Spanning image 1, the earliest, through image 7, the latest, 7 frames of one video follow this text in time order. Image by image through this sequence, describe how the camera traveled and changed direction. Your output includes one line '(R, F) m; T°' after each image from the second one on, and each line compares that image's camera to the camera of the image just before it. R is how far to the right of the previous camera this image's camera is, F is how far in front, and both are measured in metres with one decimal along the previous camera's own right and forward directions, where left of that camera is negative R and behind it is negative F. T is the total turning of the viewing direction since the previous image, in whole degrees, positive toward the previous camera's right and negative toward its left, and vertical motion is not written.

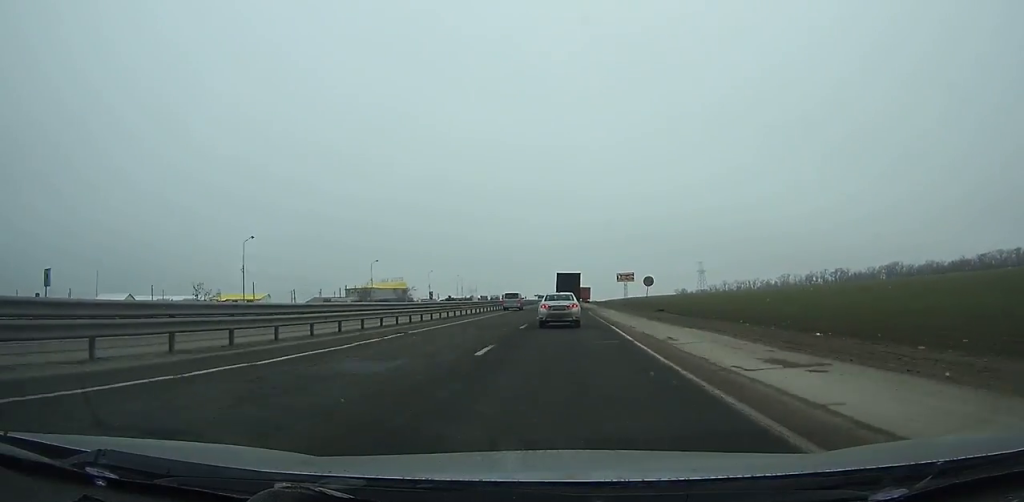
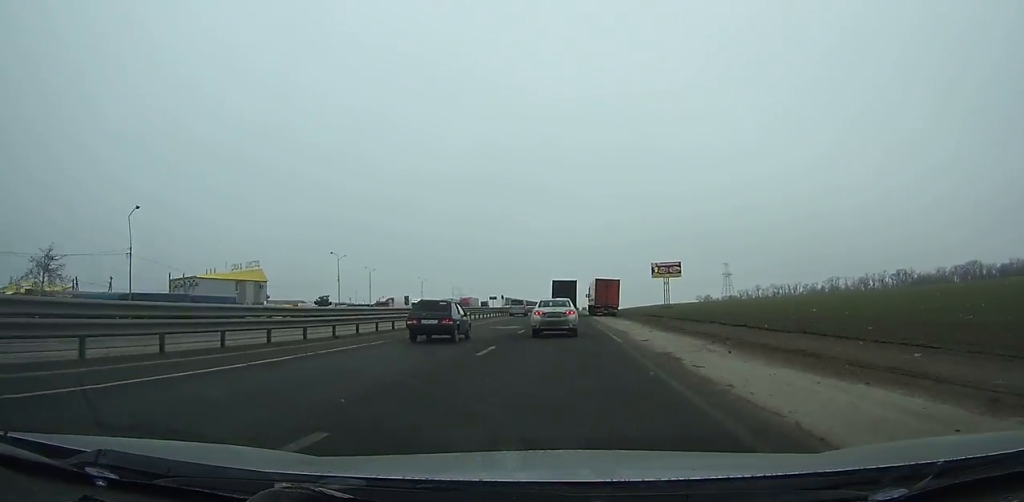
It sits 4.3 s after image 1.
(-0.5, +82.8) m; 0°
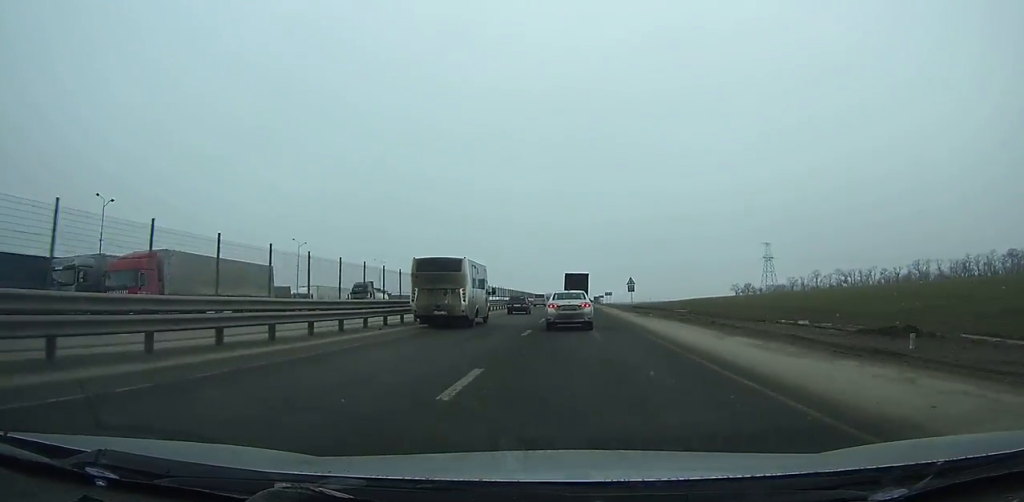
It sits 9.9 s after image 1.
(+0.5, +103.3) m; +1°
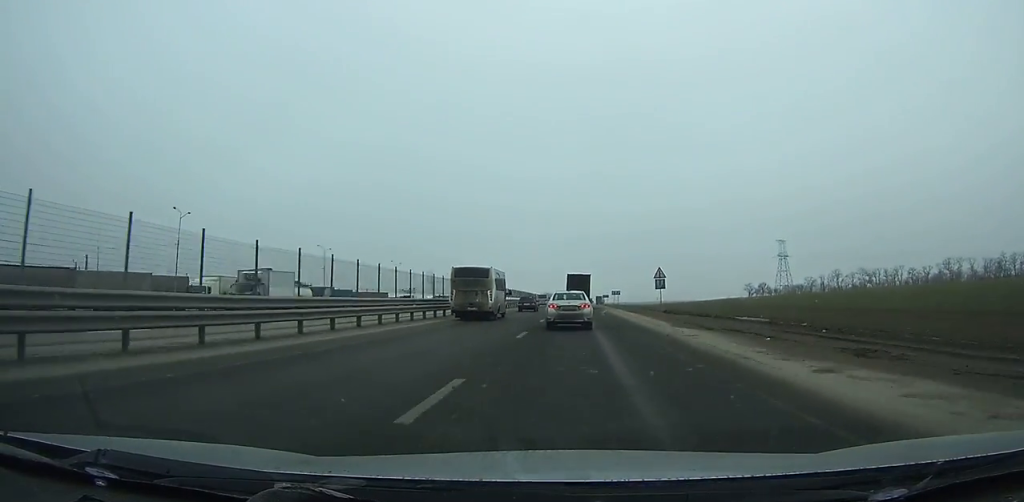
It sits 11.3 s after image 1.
(0.0, +25.3) m; 0°
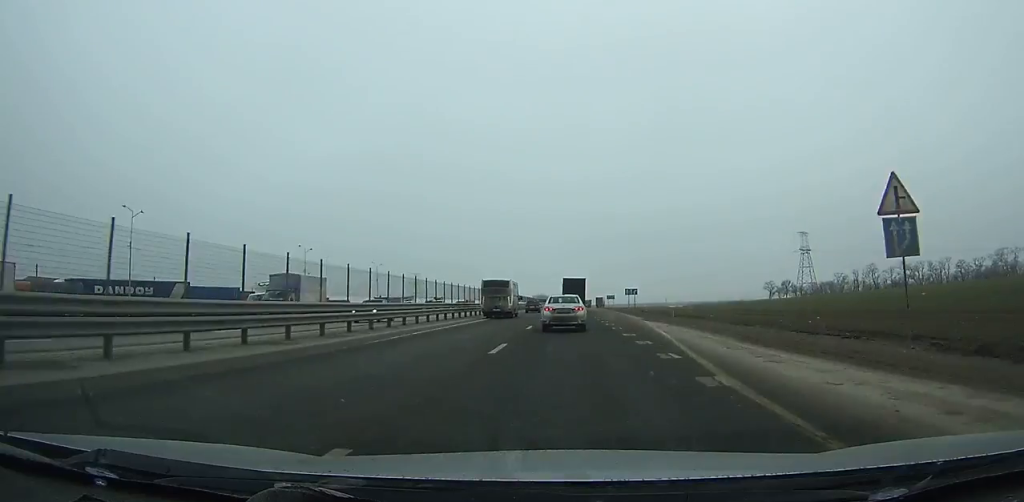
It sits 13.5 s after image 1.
(+0.1, +39.8) m; 0°
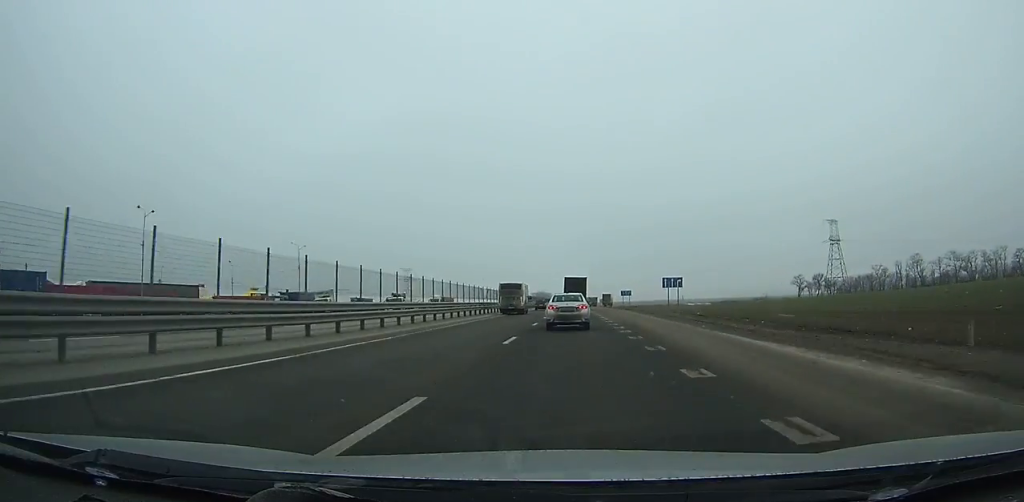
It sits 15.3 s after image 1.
(0.0, +32.7) m; 0°
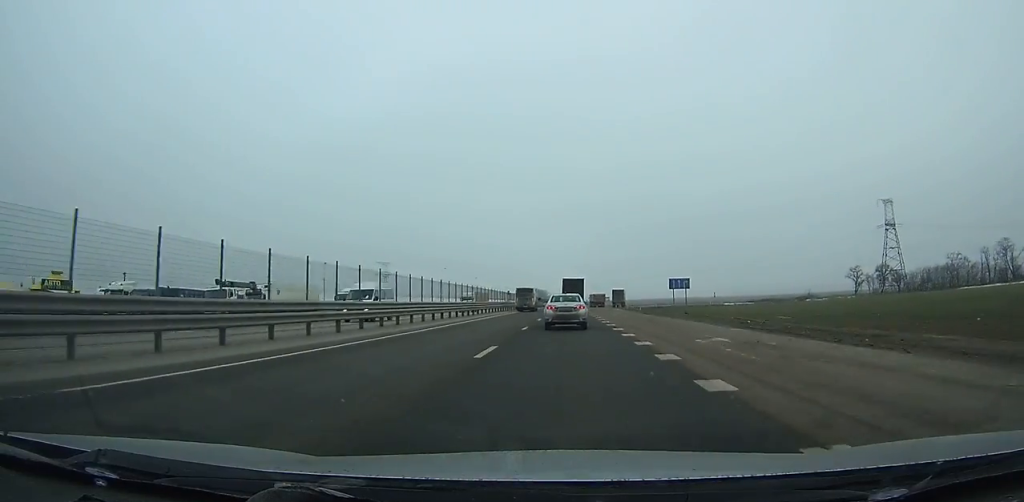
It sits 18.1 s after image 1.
(+0.1, +51.1) m; 0°
